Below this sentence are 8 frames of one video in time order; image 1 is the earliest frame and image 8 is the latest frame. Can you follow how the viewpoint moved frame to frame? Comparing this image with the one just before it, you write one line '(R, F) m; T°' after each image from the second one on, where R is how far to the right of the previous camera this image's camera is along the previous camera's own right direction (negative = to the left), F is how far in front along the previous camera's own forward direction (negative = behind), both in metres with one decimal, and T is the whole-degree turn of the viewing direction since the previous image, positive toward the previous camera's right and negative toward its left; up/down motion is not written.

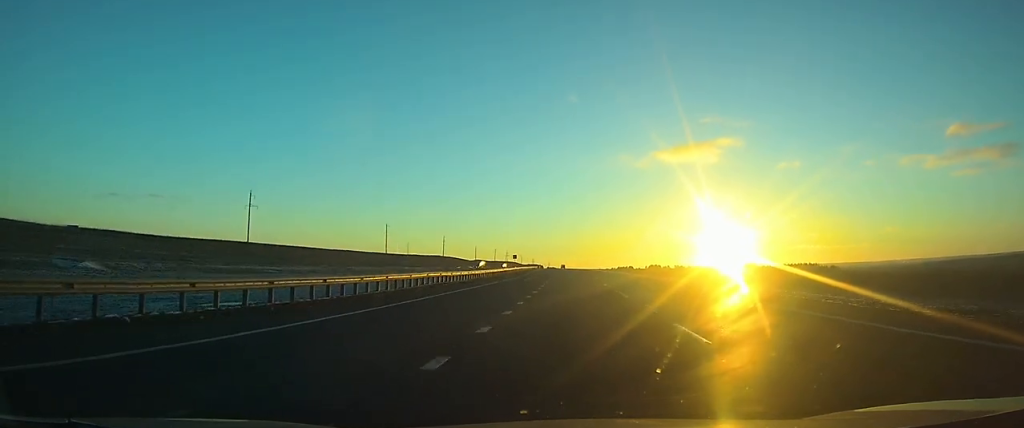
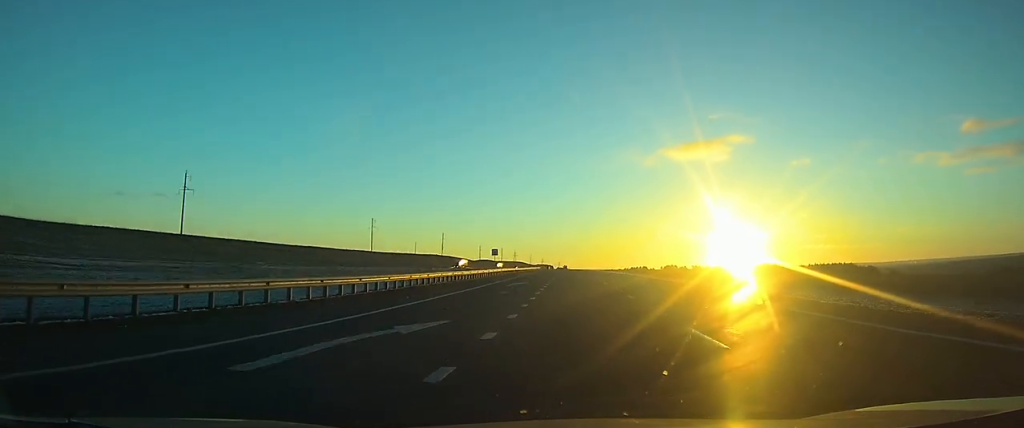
(-0.4, +48.2) m; -1°
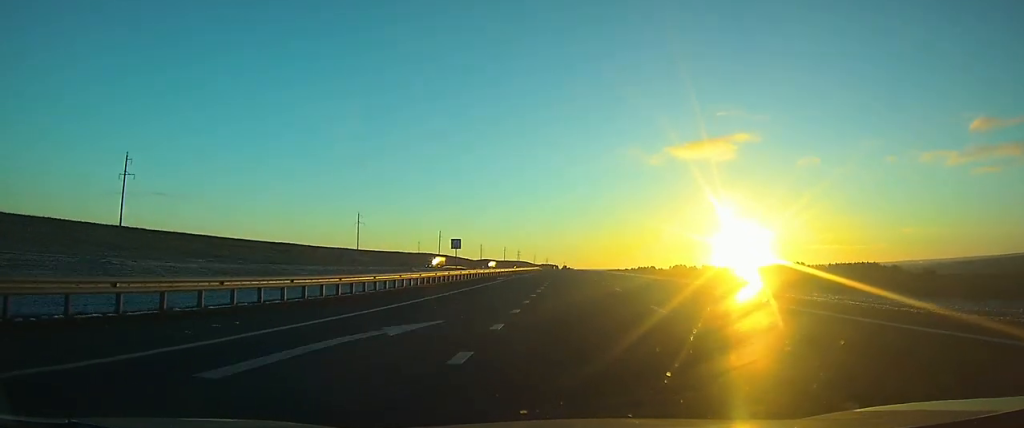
(-0.3, +30.4) m; -1°
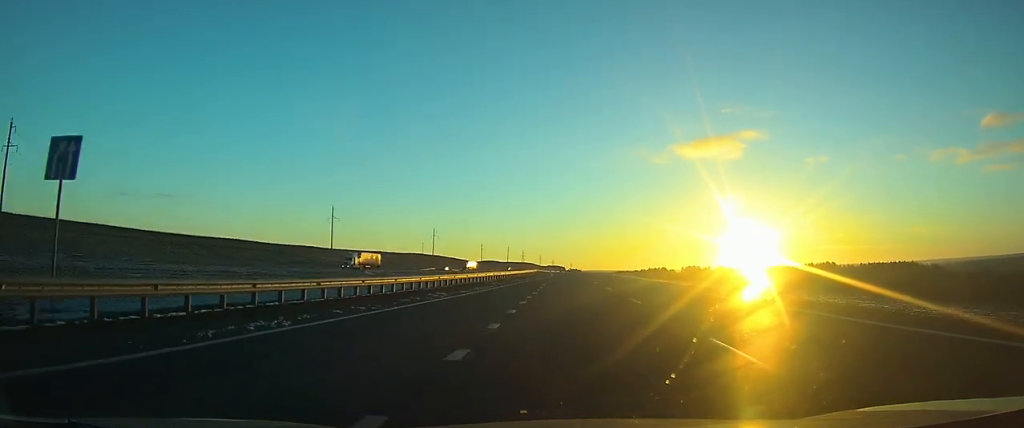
(-0.3, +43.0) m; -1°
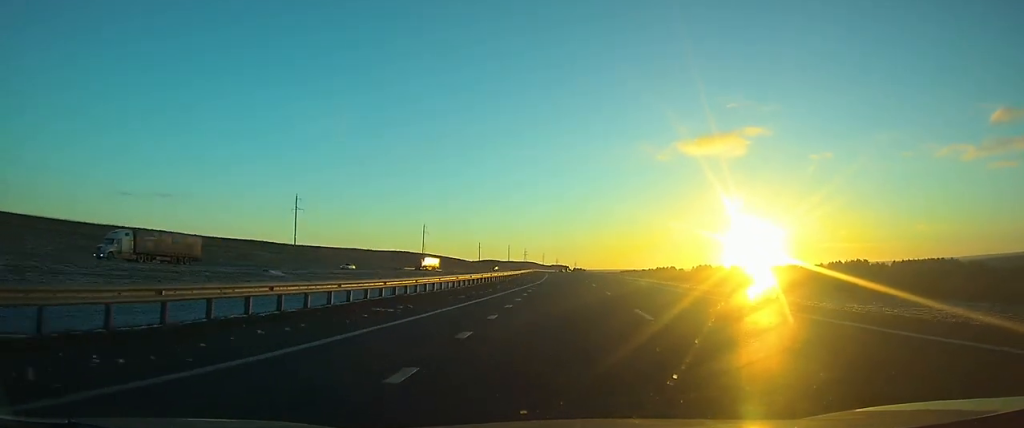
(-0.1, +41.2) m; -1°
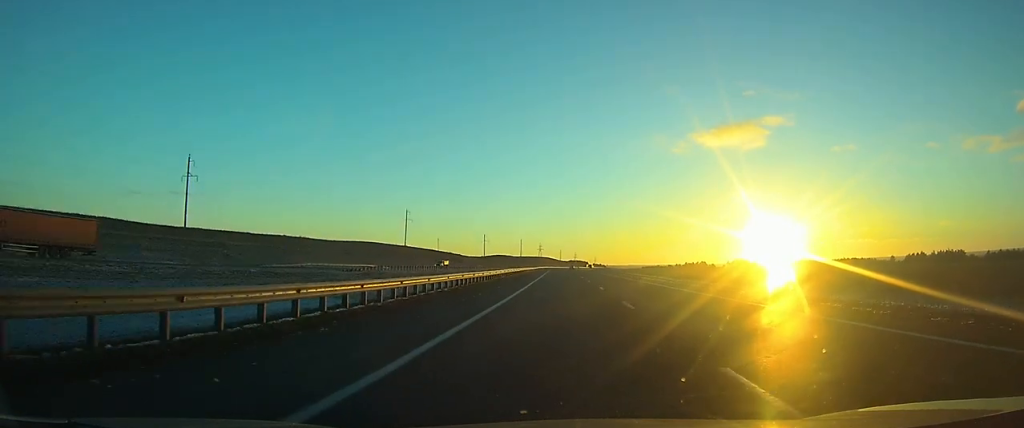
(-1.2, +81.4) m; -1°
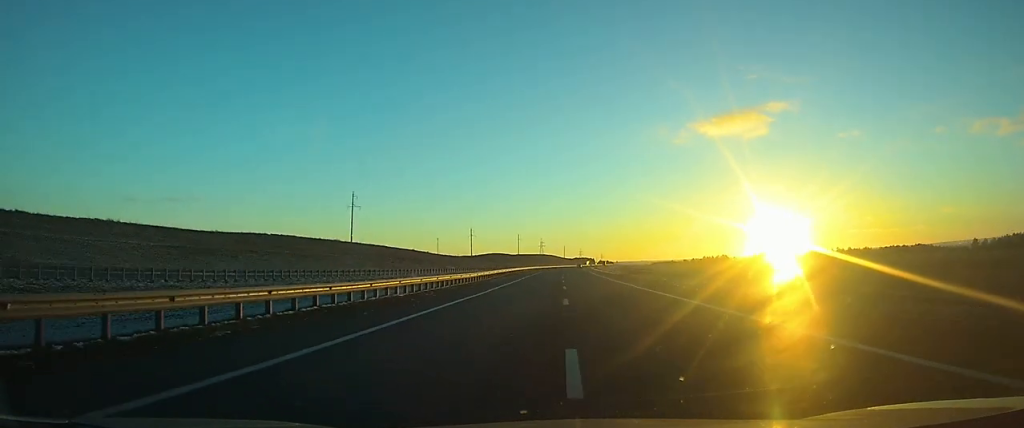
(-0.2, +80.8) m; 0°
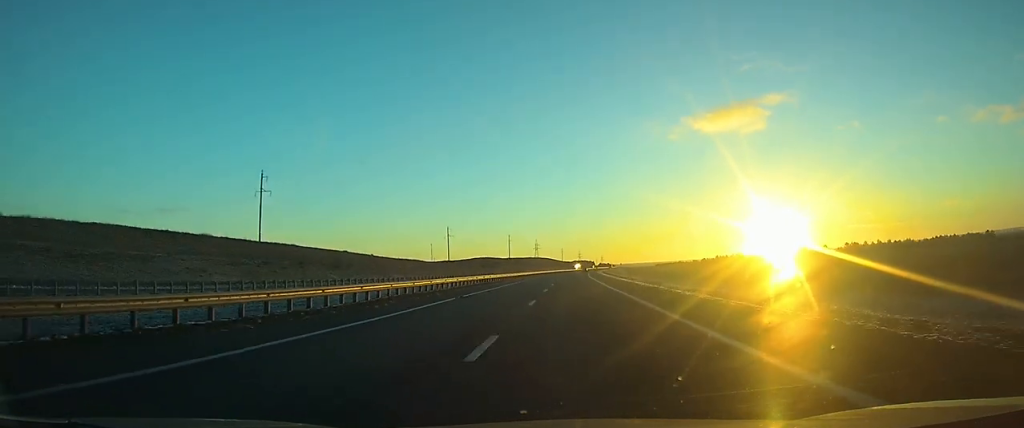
(+0.2, +65.8) m; 0°
